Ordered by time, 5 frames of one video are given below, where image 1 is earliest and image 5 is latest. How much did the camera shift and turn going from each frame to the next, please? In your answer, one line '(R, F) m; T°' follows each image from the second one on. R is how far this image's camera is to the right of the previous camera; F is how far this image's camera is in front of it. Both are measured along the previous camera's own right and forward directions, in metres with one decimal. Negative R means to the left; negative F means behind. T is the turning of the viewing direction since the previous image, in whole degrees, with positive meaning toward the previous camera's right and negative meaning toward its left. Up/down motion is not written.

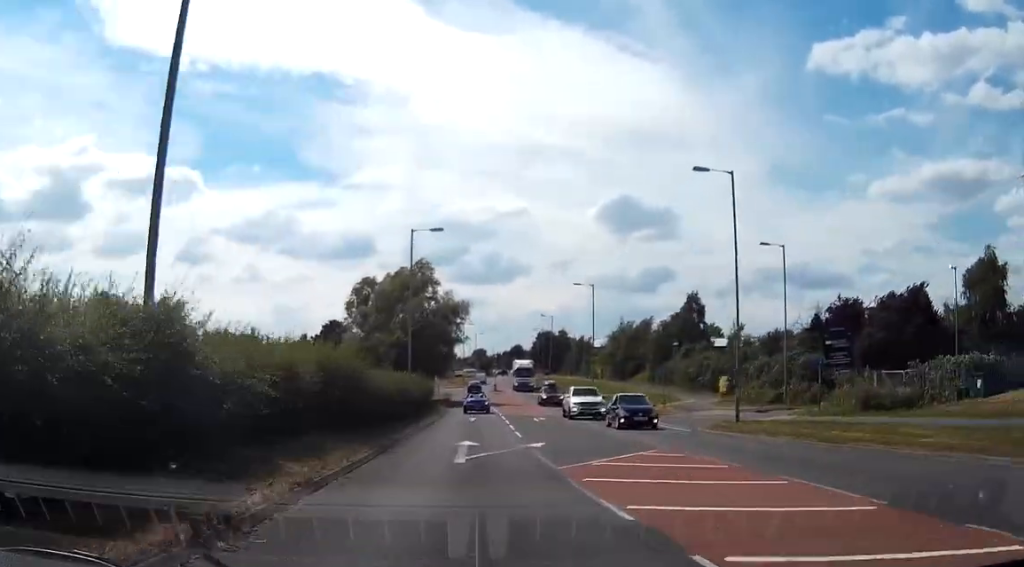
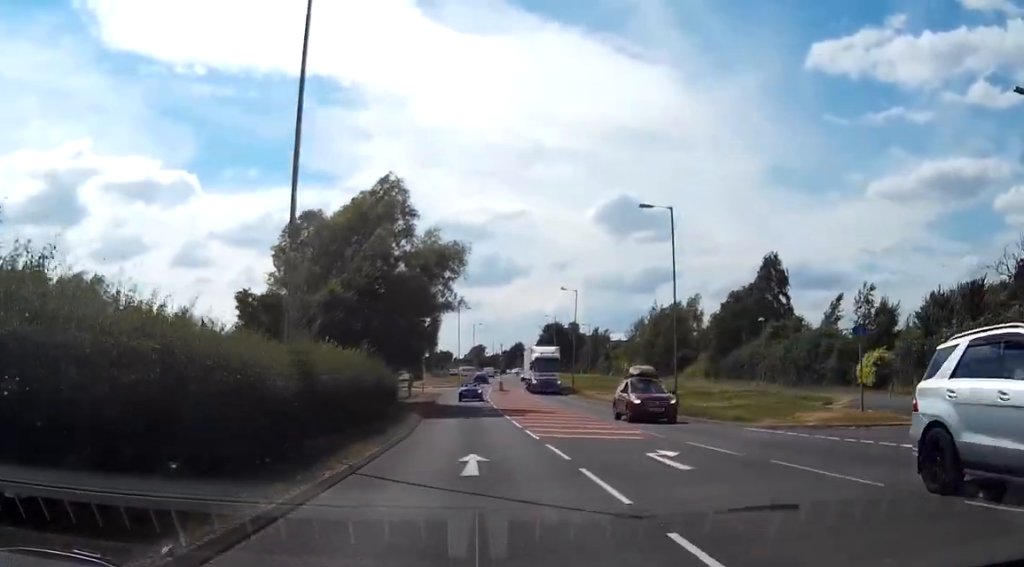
(-0.2, +28.4) m; 0°
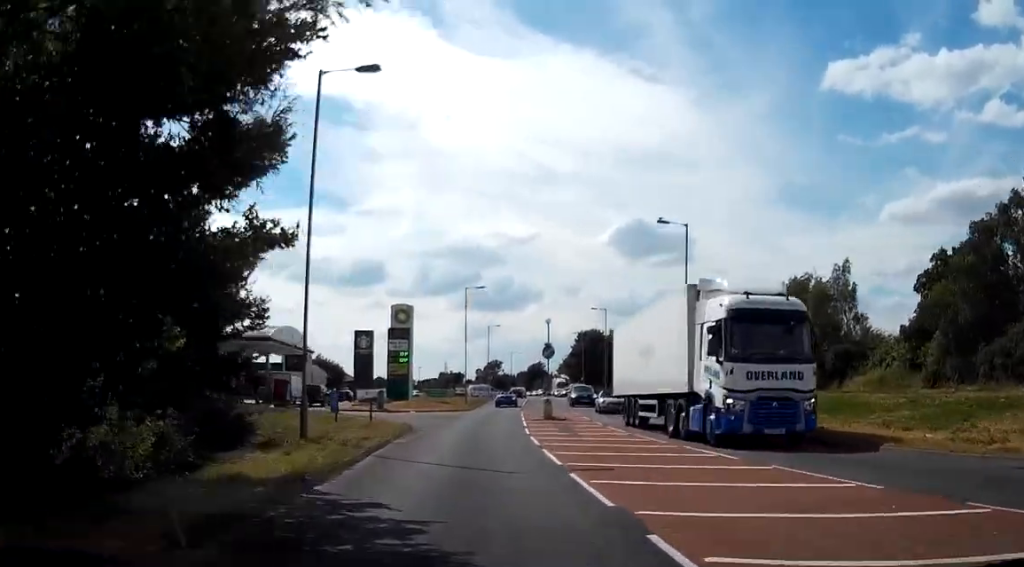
(-0.2, +40.6) m; 0°
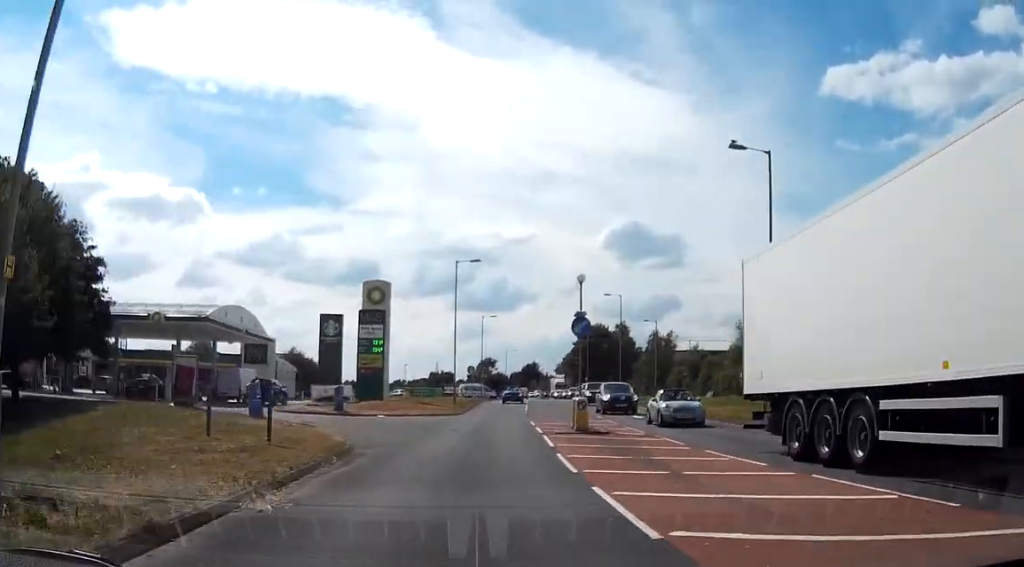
(+0.1, +14.0) m; +1°
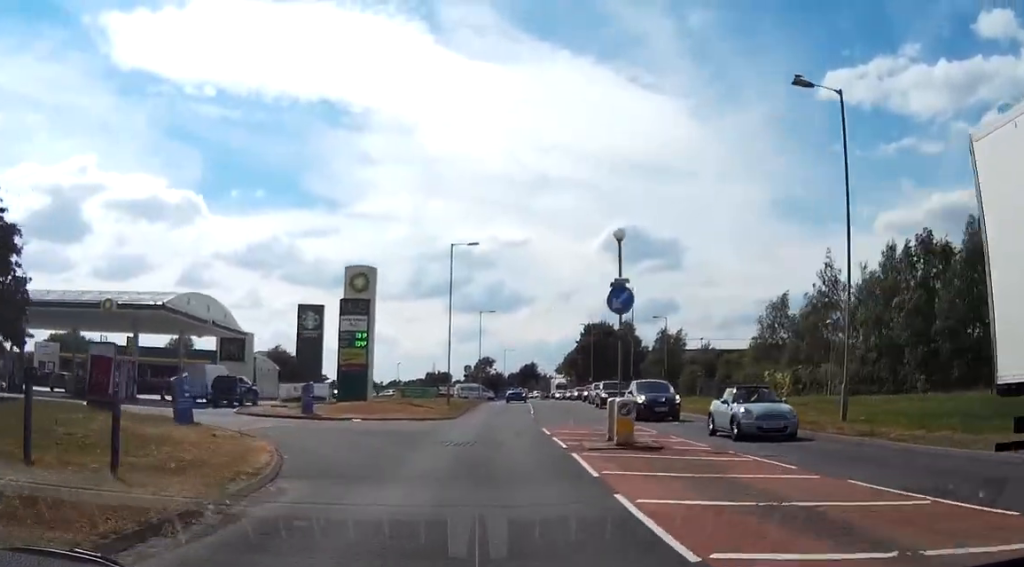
(0.0, +7.2) m; 0°
